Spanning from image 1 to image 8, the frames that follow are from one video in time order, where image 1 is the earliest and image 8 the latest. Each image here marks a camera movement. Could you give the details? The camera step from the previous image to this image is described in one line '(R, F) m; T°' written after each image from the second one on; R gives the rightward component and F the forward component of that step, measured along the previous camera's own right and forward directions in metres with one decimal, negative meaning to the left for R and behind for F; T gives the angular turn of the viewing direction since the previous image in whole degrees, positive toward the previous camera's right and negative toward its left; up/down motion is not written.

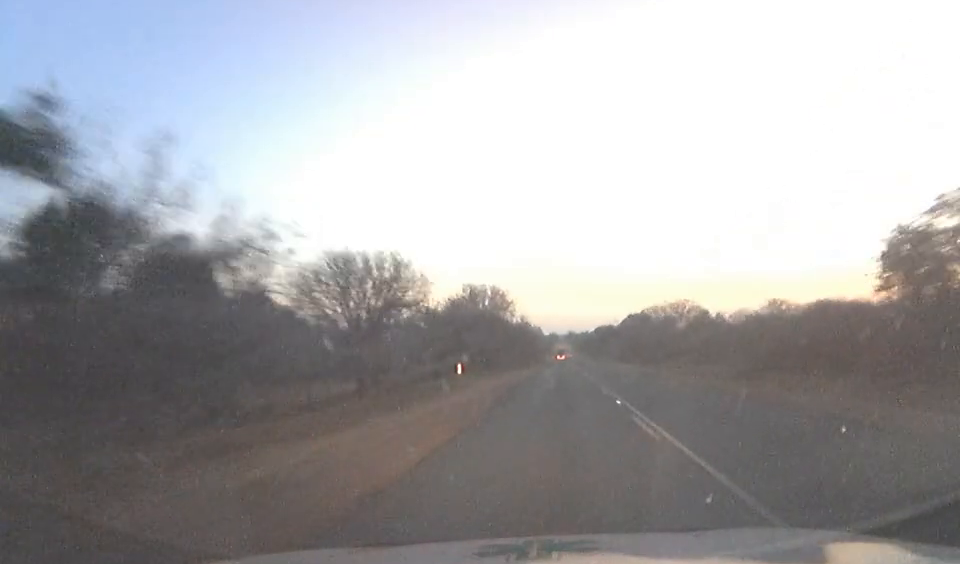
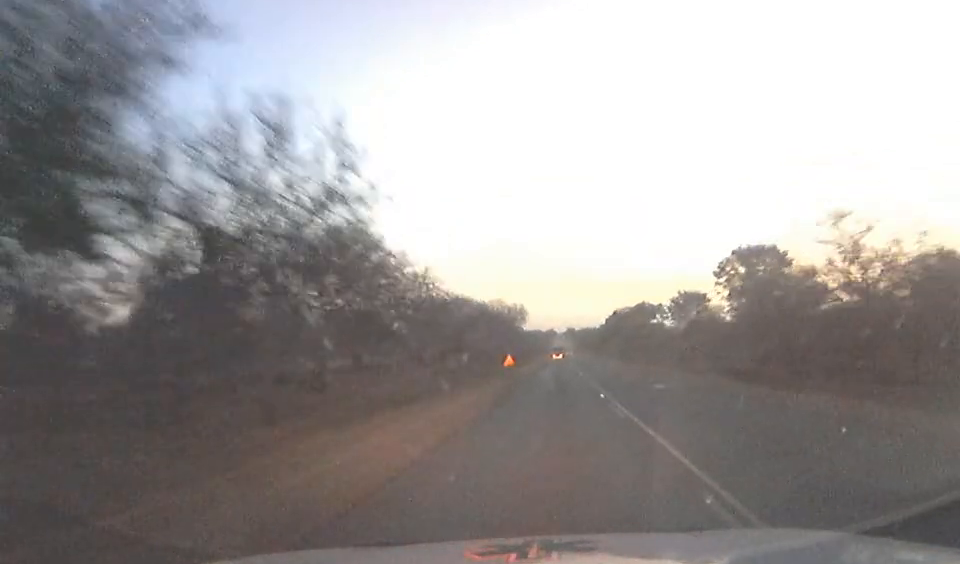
(+0.1, +89.0) m; 0°
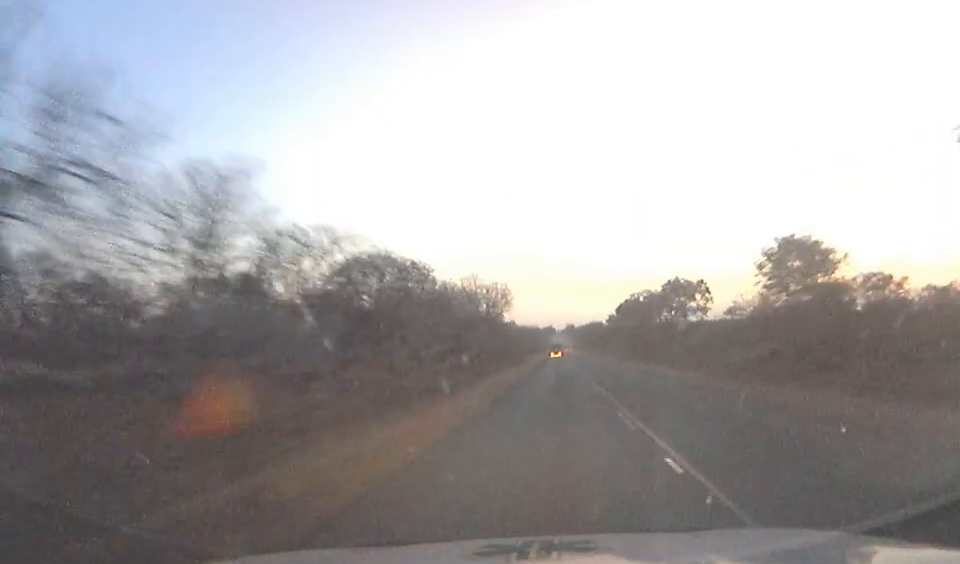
(0.0, +36.8) m; 0°
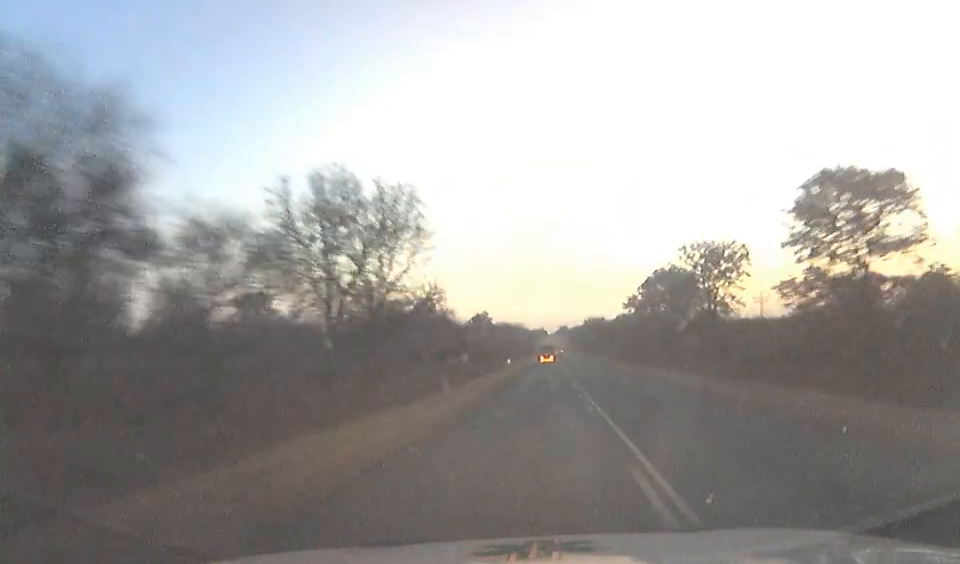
(0.0, +54.1) m; 0°
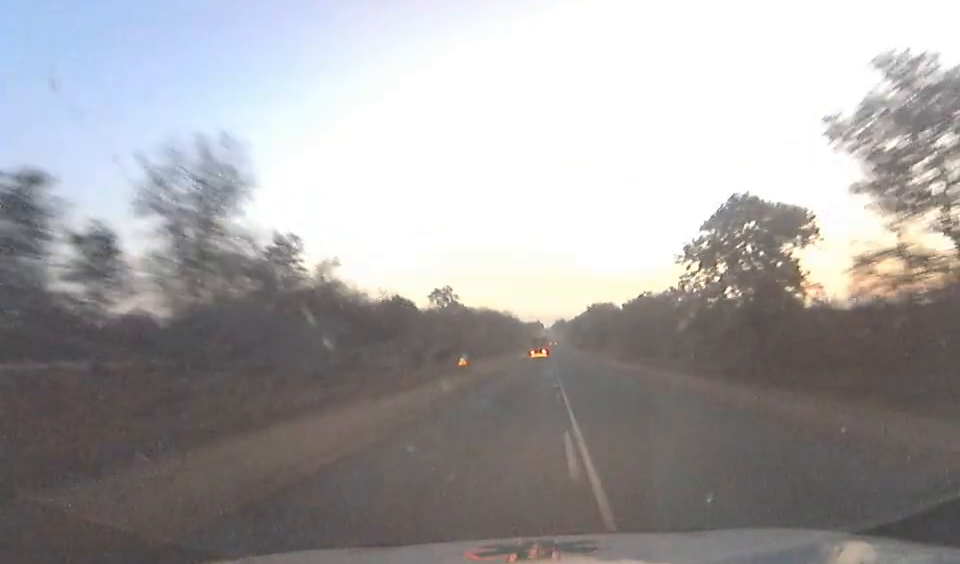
(0.0, +42.6) m; 0°
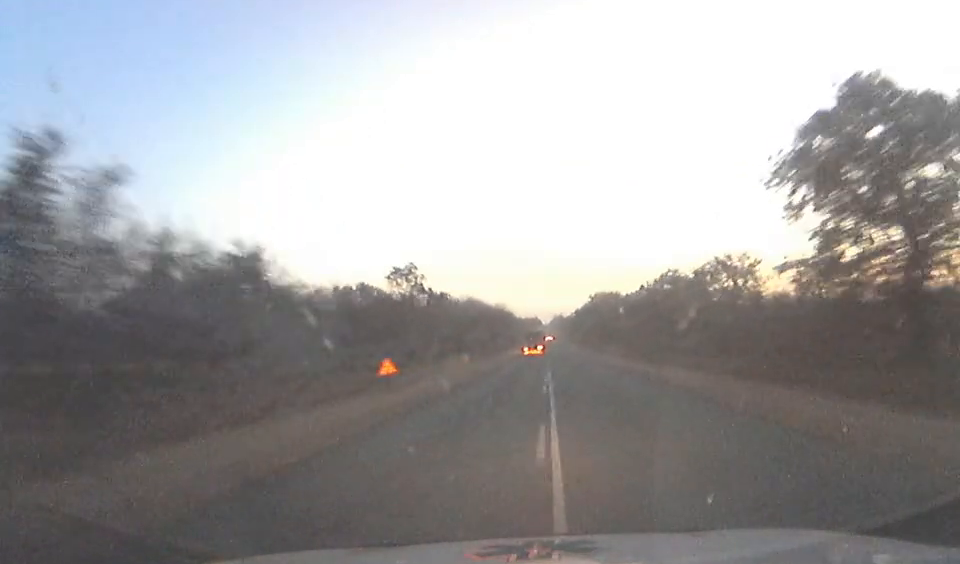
(0.0, +22.5) m; 0°
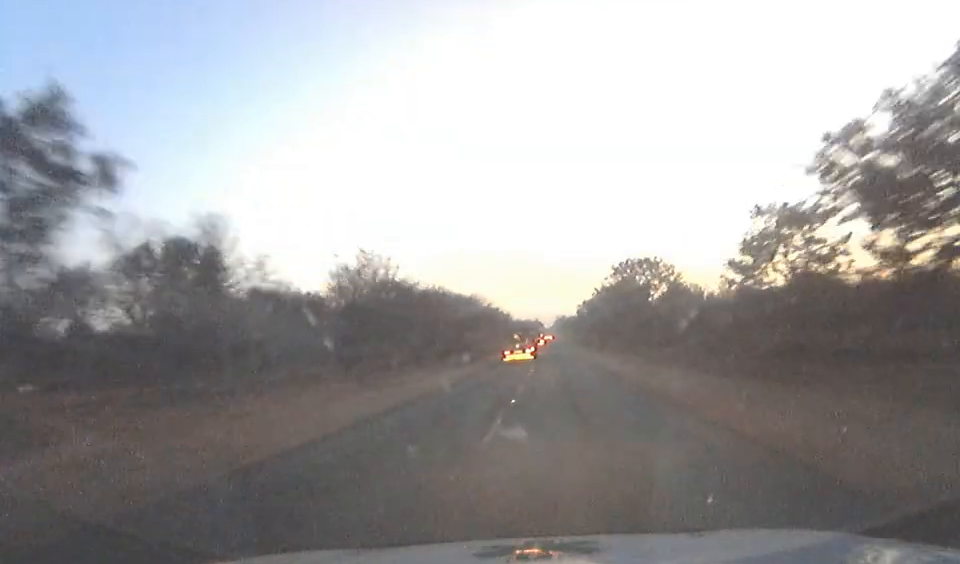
(+0.2, +59.5) m; 0°
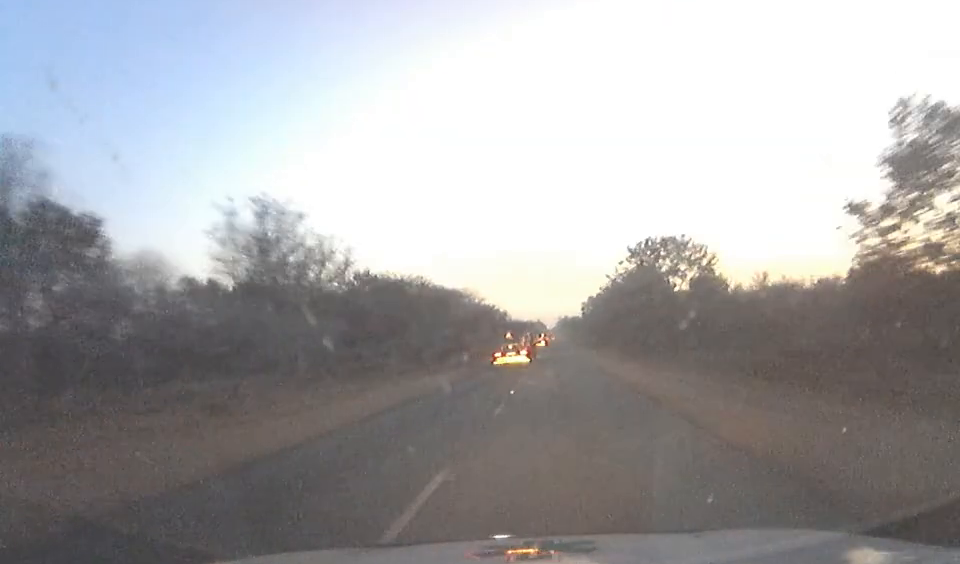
(0.0, +18.0) m; 0°
